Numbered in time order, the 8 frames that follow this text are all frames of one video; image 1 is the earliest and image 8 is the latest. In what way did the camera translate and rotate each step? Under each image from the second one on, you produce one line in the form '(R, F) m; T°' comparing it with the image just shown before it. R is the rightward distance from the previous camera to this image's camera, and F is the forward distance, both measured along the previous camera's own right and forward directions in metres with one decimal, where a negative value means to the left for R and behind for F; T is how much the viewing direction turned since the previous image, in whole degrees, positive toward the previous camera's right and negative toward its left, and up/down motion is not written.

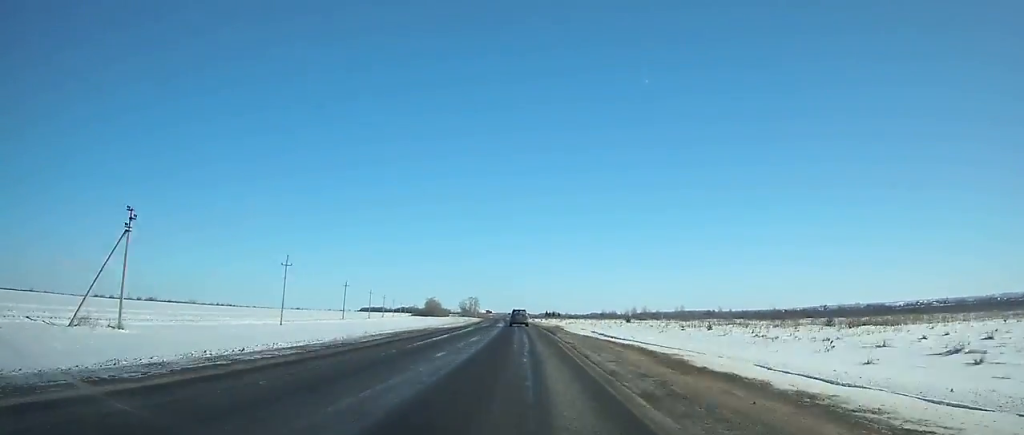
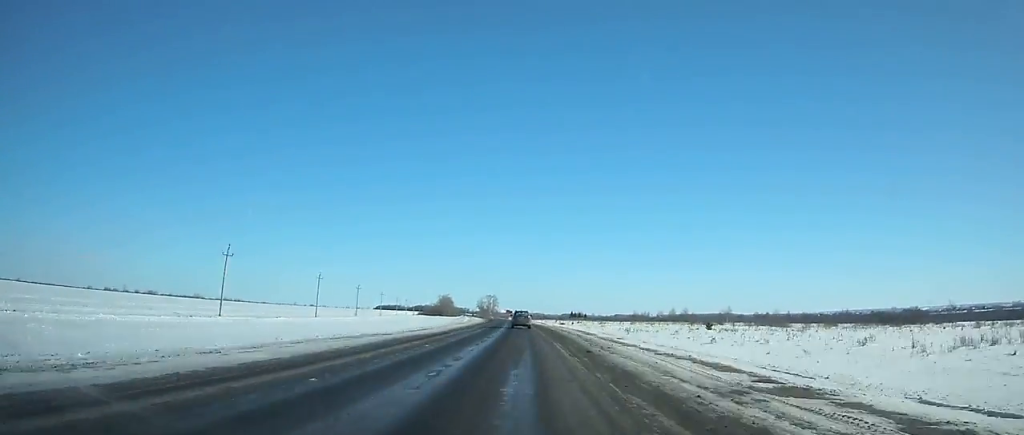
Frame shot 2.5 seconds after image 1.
(-0.9, +65.0) m; -2°
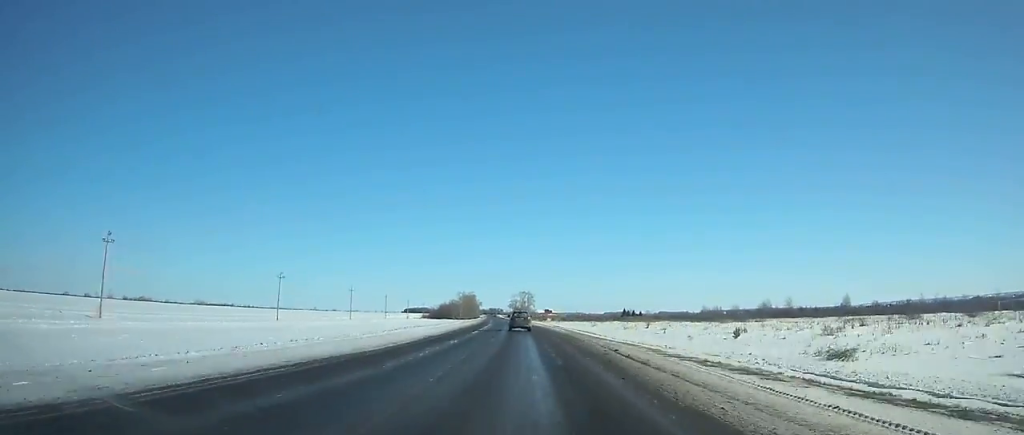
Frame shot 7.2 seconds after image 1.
(-3.9, +122.9) m; -4°
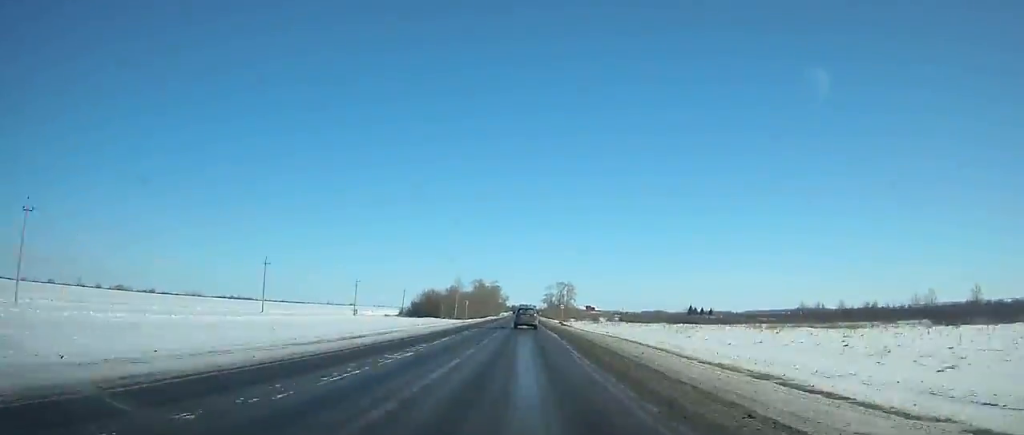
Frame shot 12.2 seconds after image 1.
(-5.1, +126.6) m; -3°
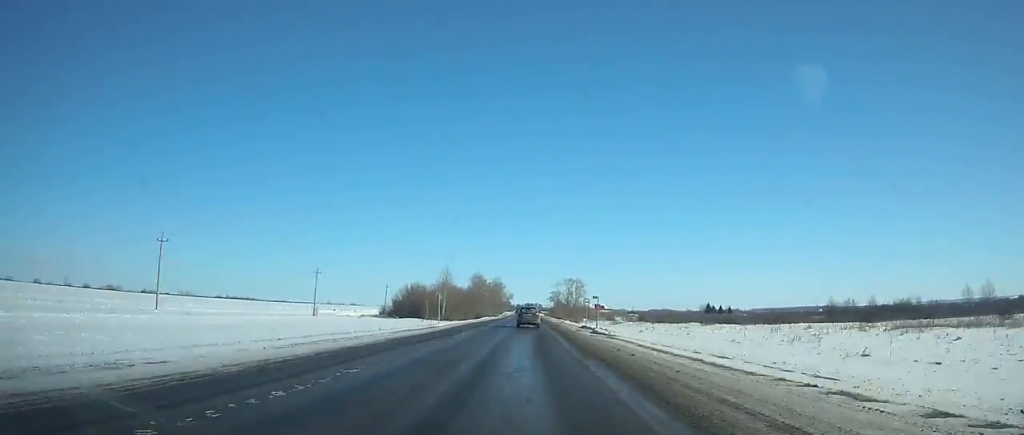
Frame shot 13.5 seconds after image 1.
(-0.2, +32.2) m; 0°
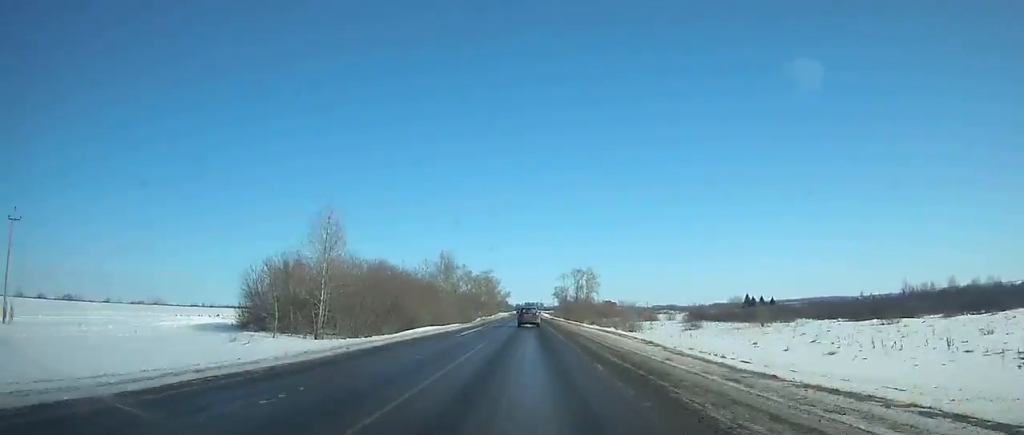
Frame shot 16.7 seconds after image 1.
(-0.1, +76.9) m; 0°
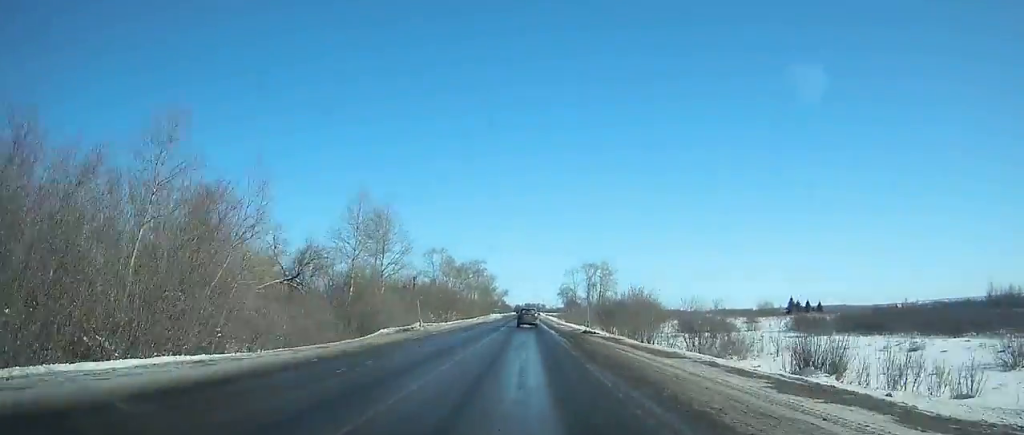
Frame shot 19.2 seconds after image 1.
(-0.1, +59.1) m; 0°
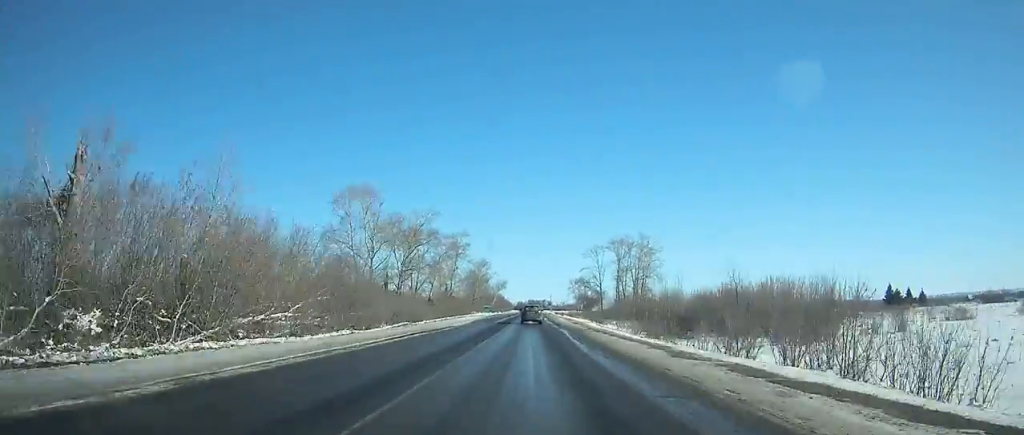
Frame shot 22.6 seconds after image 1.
(-0.2, +79.5) m; -1°
